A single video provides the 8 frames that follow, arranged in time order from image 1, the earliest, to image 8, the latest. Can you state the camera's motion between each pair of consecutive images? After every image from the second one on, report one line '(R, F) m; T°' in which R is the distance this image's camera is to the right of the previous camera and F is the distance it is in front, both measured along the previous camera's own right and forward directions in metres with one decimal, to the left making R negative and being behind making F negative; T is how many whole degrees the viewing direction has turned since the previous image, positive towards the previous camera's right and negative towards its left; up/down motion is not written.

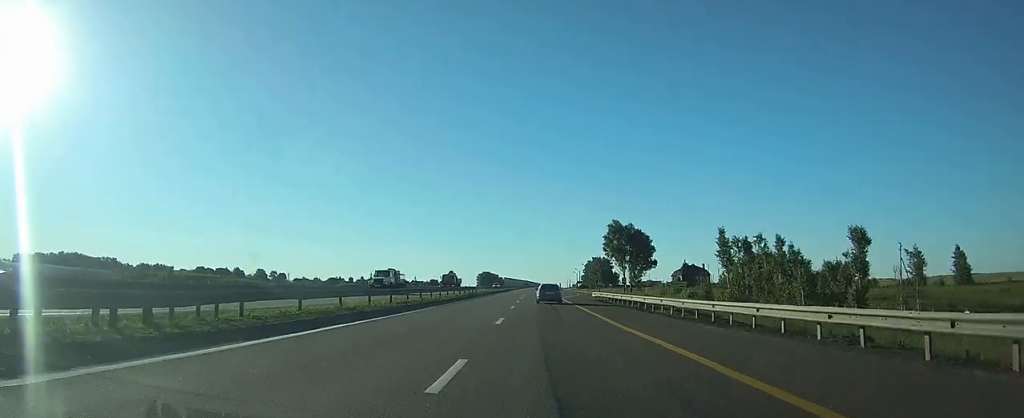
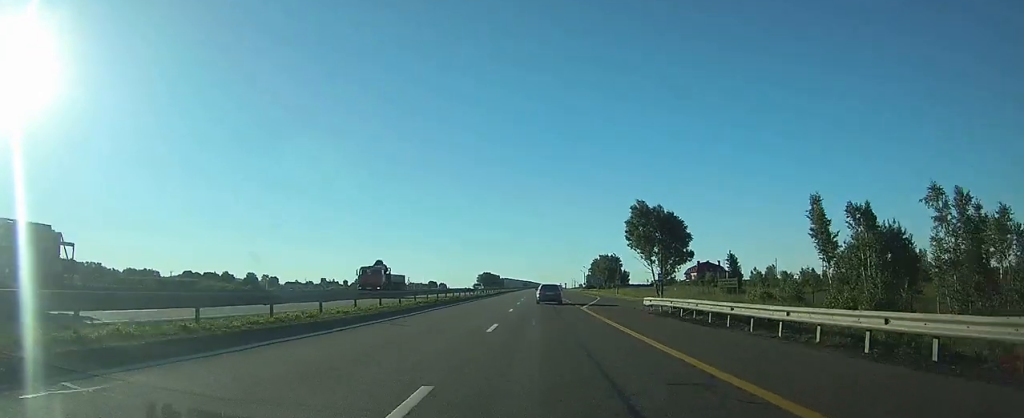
(-0.2, +26.1) m; 0°
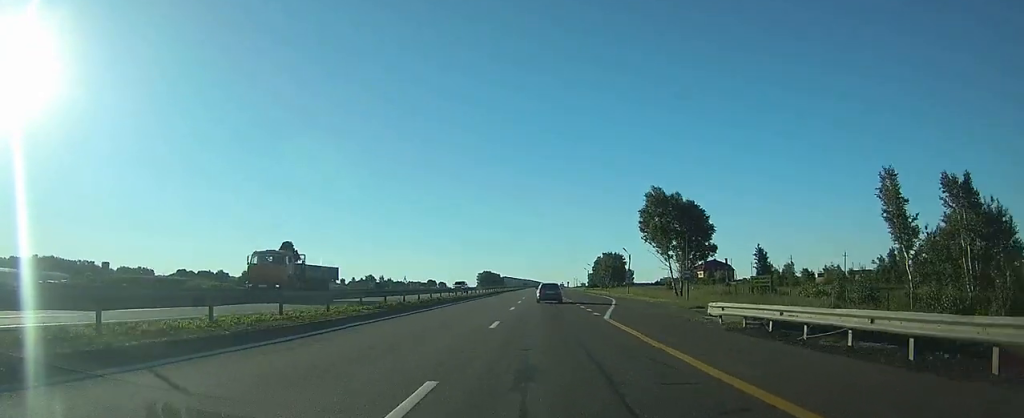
(0.0, +11.3) m; 0°
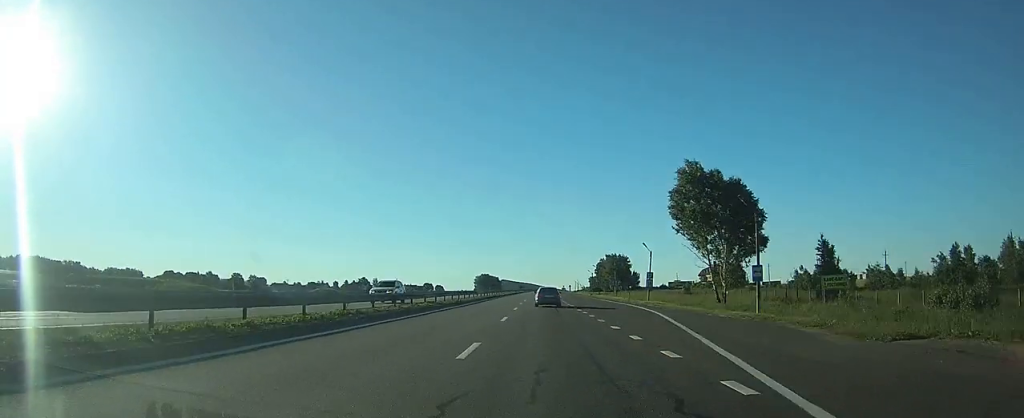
(0.0, +18.3) m; 0°
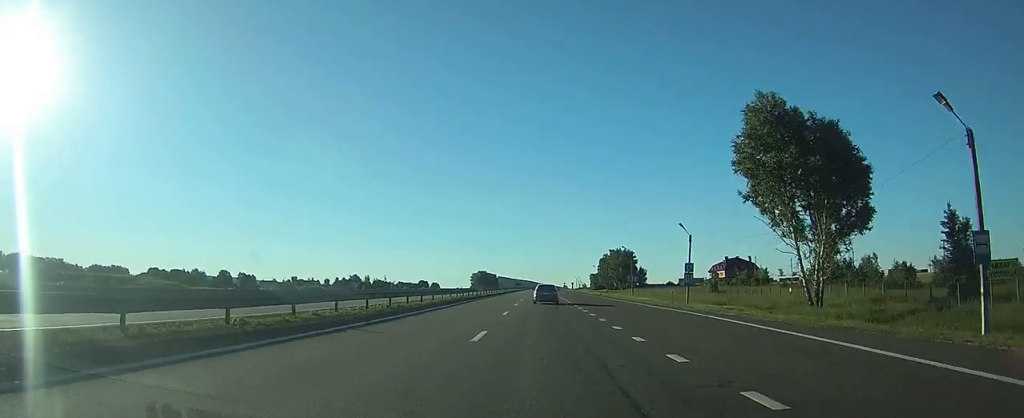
(0.0, +20.9) m; 0°
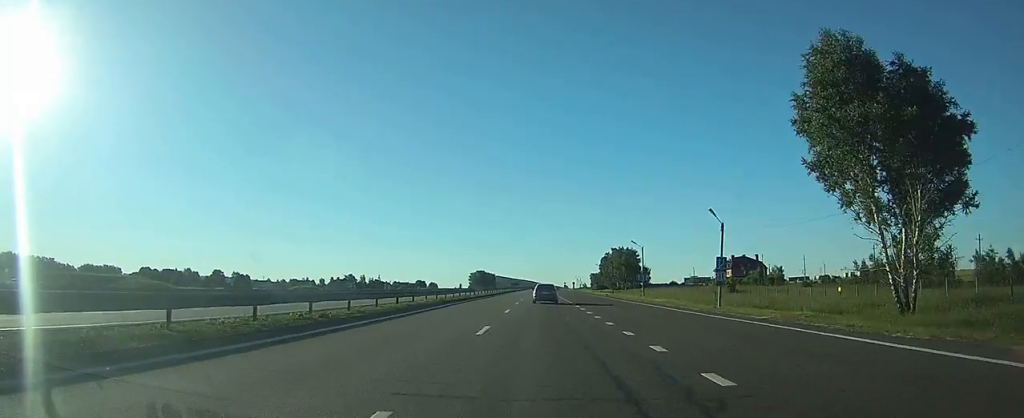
(0.0, +10.5) m; 0°
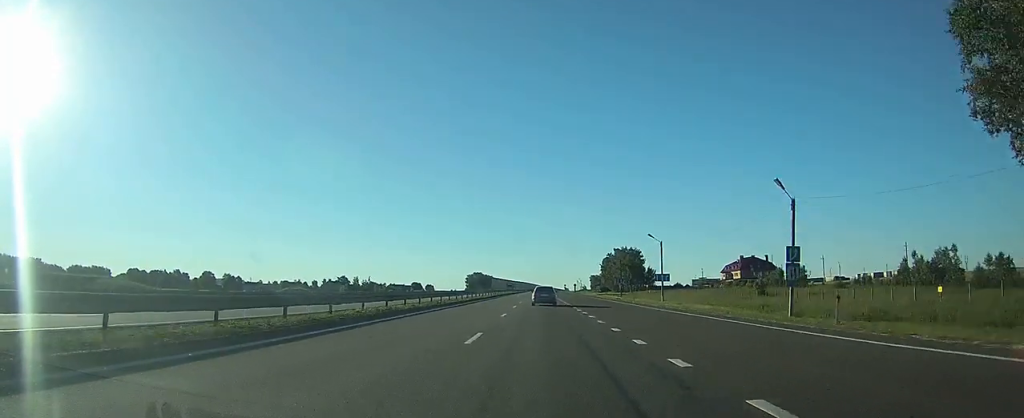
(0.0, +13.9) m; 0°
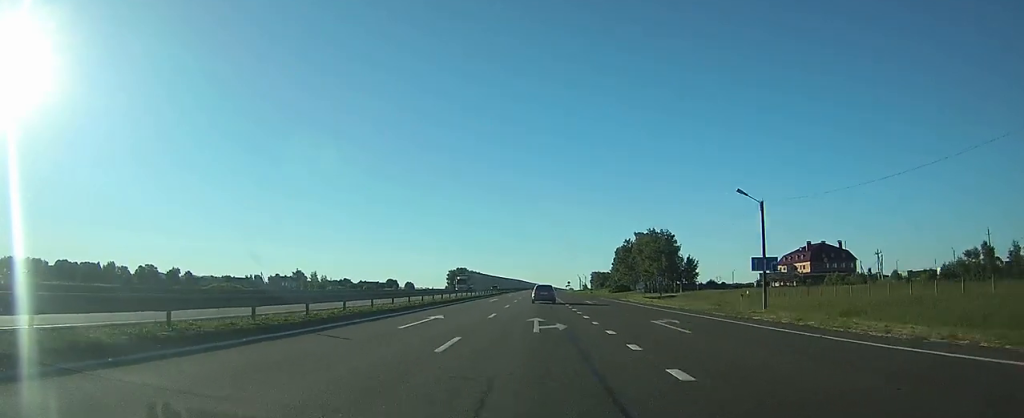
(+0.1, +73.1) m; +1°
